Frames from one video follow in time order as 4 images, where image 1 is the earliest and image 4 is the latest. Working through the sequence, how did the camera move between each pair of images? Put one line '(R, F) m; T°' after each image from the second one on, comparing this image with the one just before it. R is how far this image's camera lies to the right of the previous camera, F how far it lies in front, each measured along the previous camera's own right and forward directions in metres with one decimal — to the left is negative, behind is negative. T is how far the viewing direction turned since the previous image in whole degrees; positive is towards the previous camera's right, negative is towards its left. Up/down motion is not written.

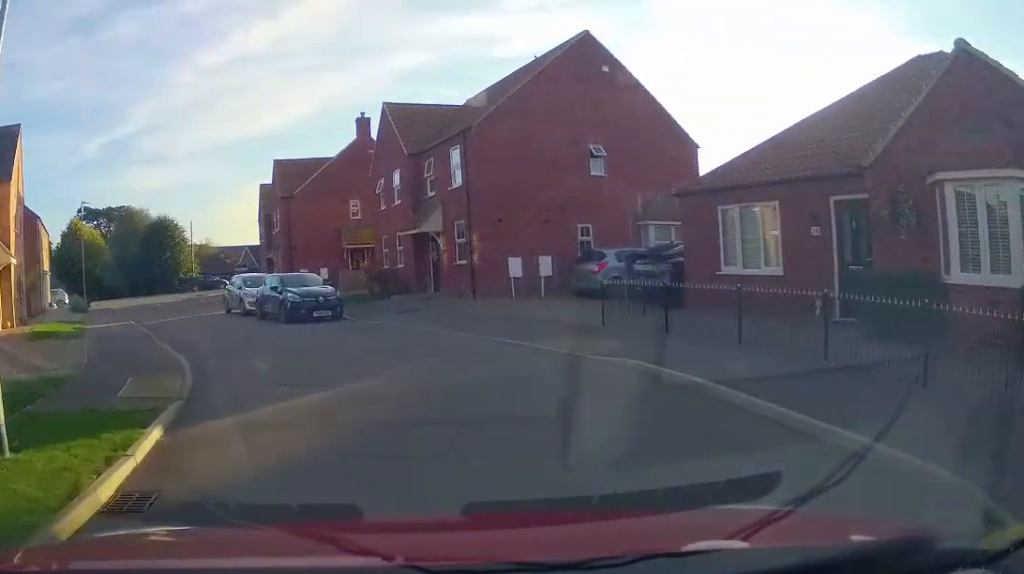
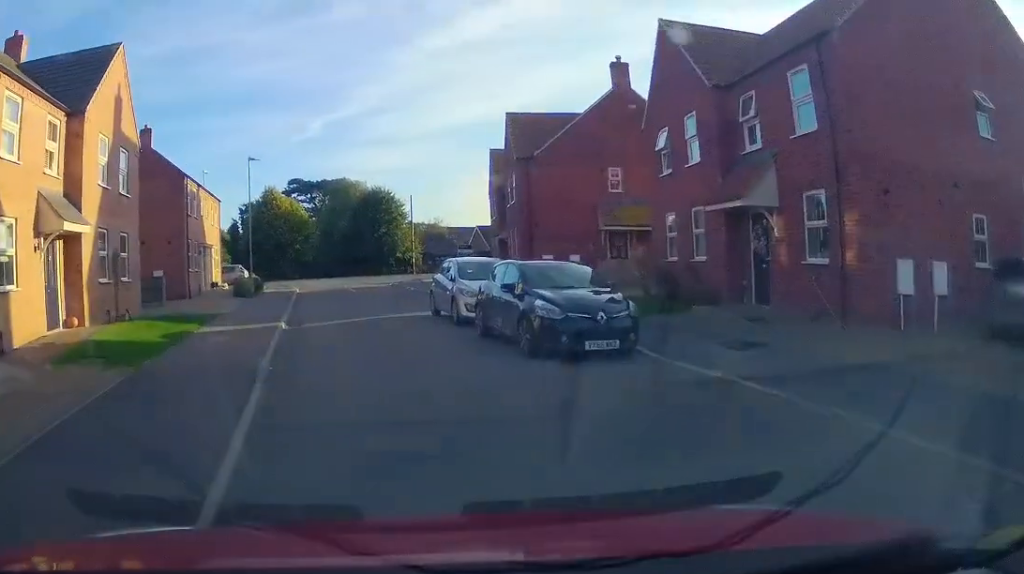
(-1.5, +8.6) m; -17°
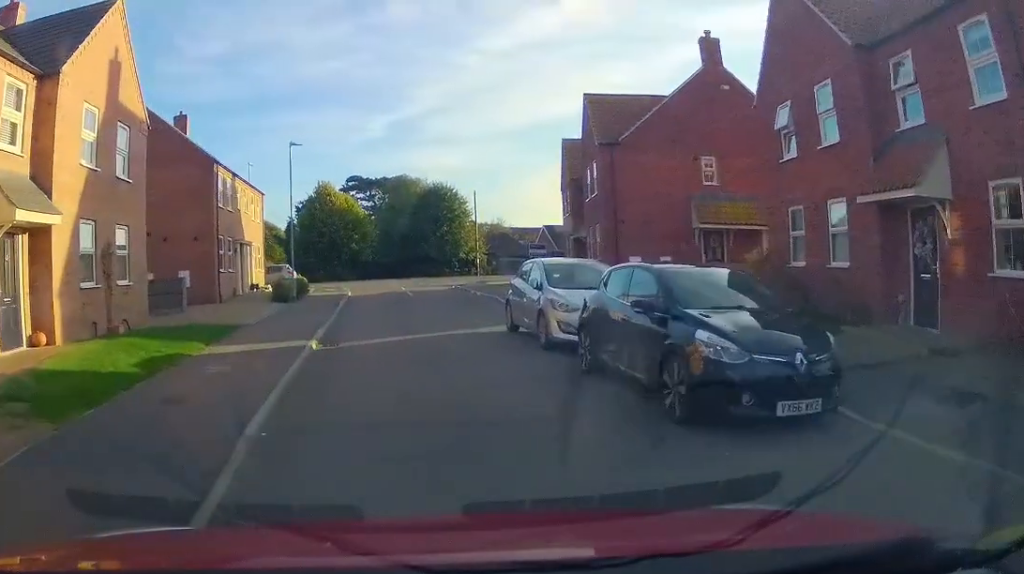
(-0.3, +3.2) m; -6°
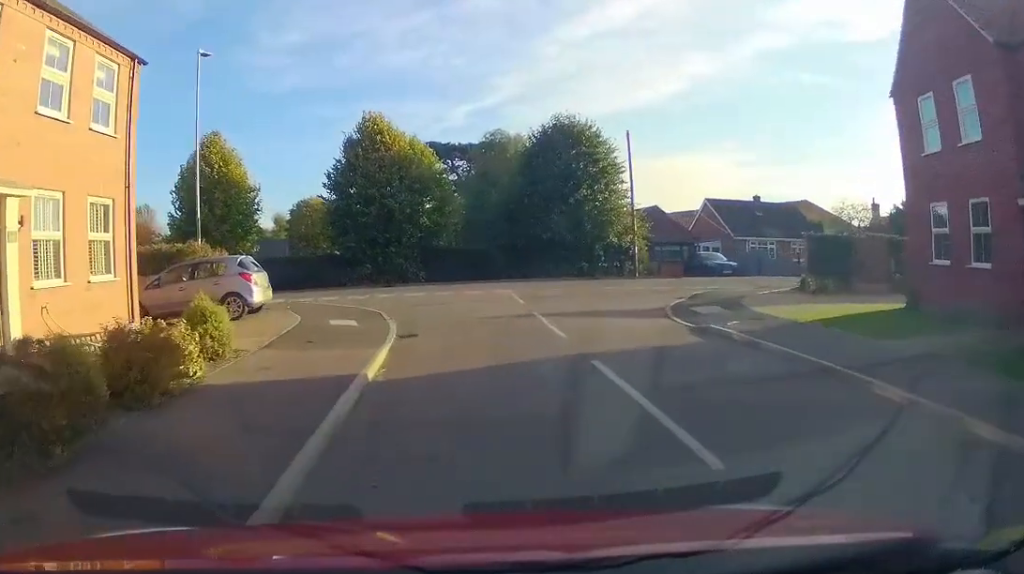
(-2.1, +20.9) m; -6°
